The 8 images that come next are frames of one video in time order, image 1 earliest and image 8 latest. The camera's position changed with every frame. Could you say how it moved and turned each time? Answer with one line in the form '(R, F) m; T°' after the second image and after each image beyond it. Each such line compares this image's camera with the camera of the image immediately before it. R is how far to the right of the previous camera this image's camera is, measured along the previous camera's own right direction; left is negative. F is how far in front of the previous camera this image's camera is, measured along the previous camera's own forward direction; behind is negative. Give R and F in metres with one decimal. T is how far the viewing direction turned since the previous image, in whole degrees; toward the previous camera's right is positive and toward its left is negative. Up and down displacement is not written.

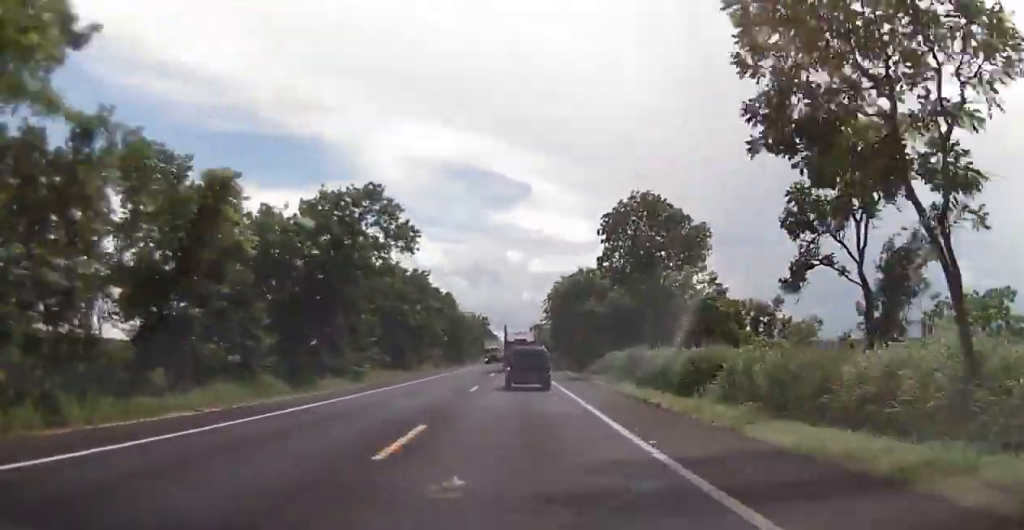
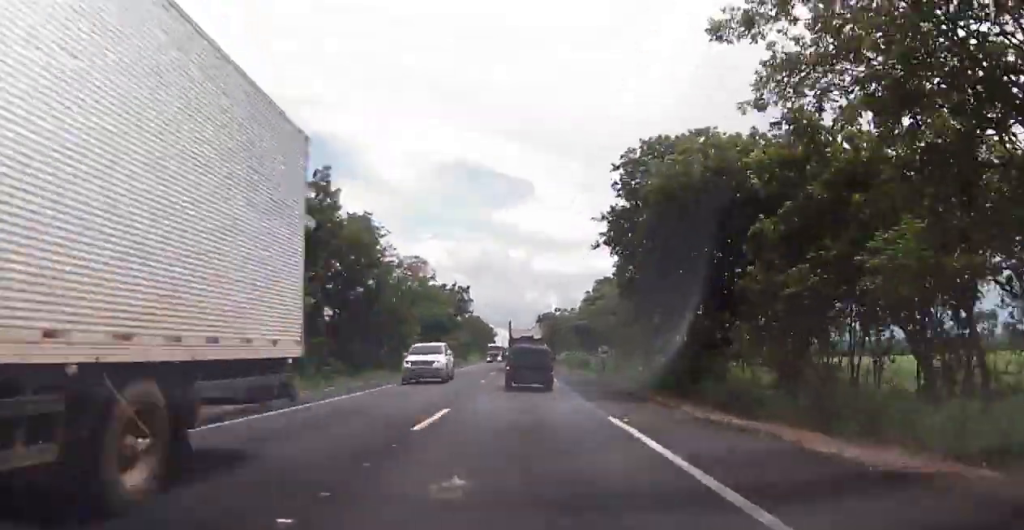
(+1.3, +65.7) m; +1°
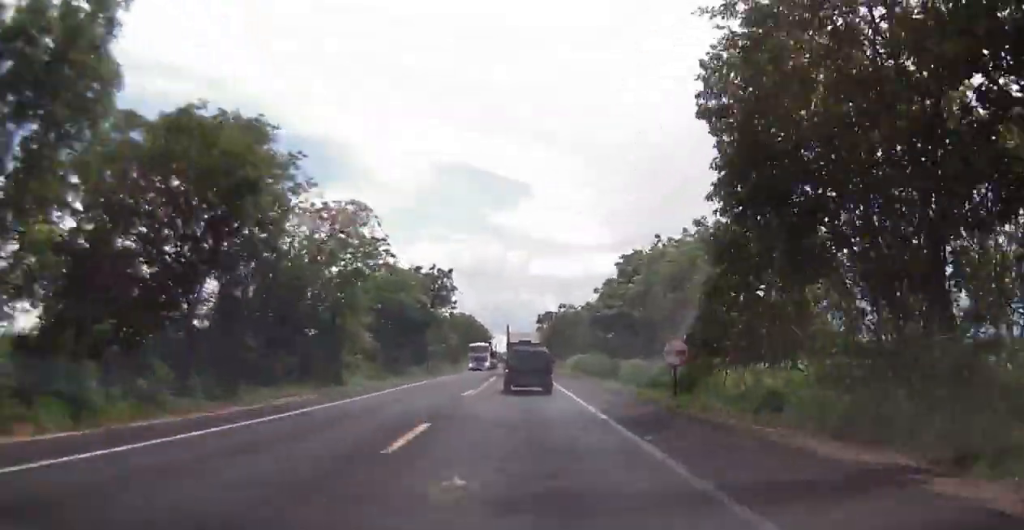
(-0.3, +20.7) m; -1°
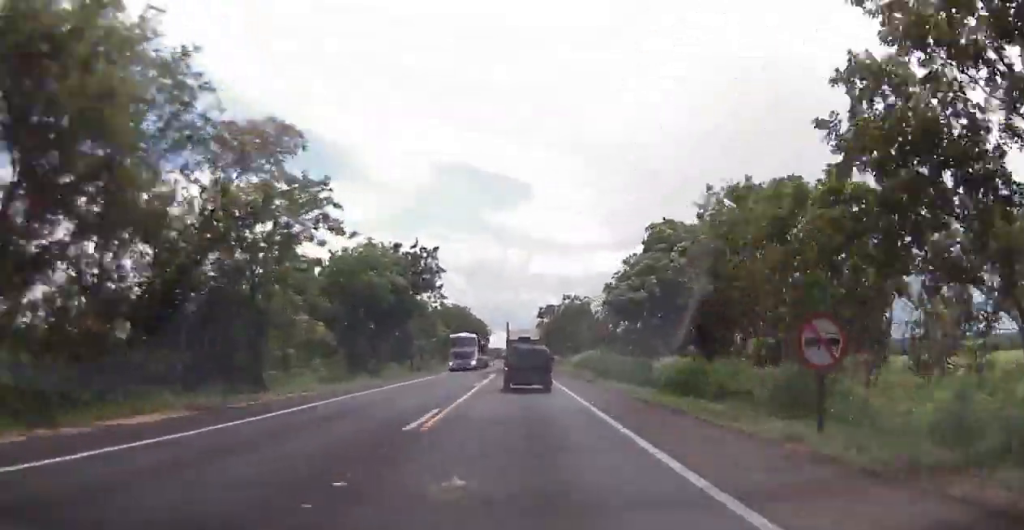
(+0.2, +12.0) m; 0°
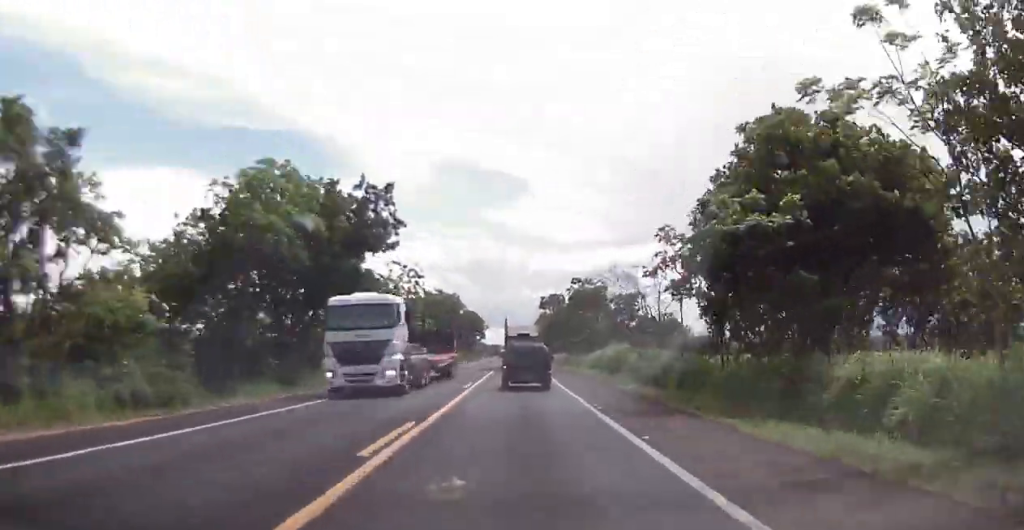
(-0.1, +20.4) m; 0°
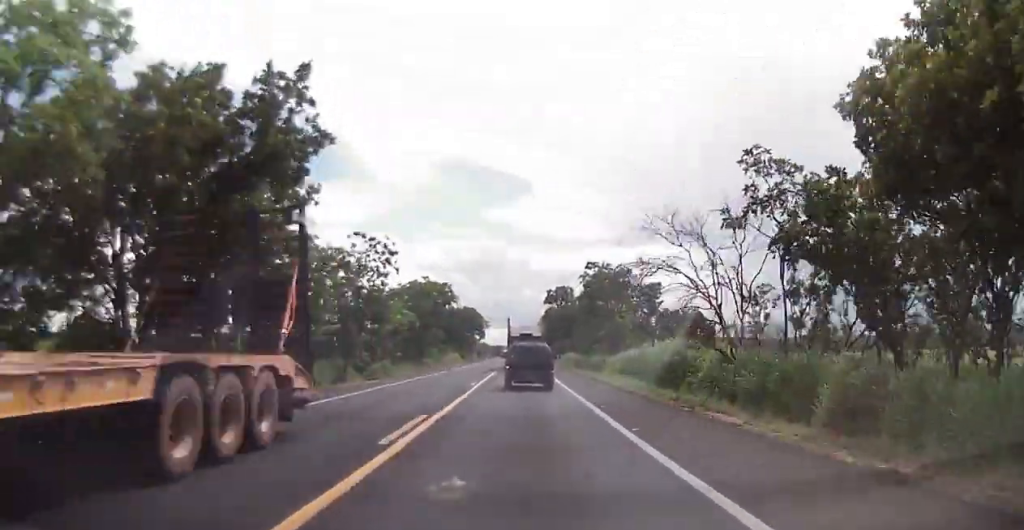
(-0.2, +15.9) m; 0°
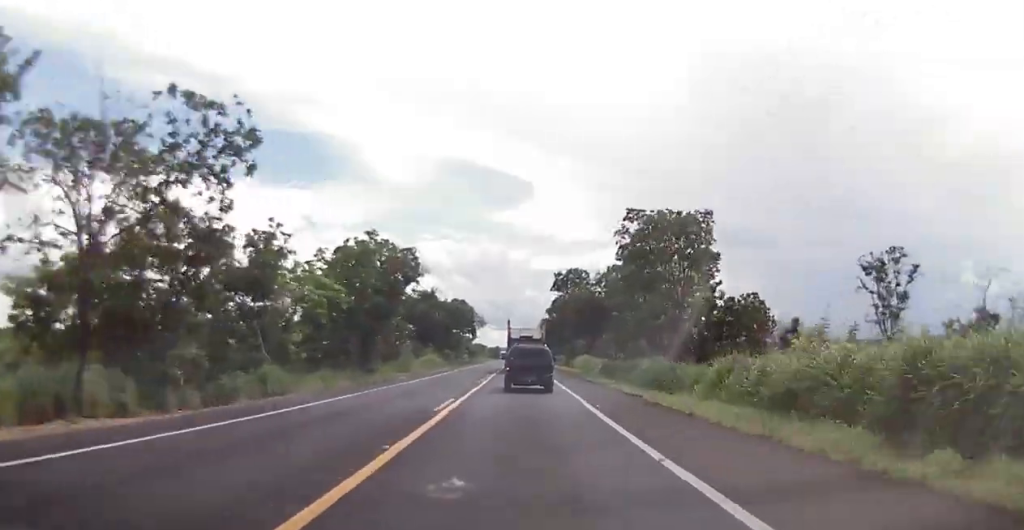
(+0.5, +28.0) m; 0°
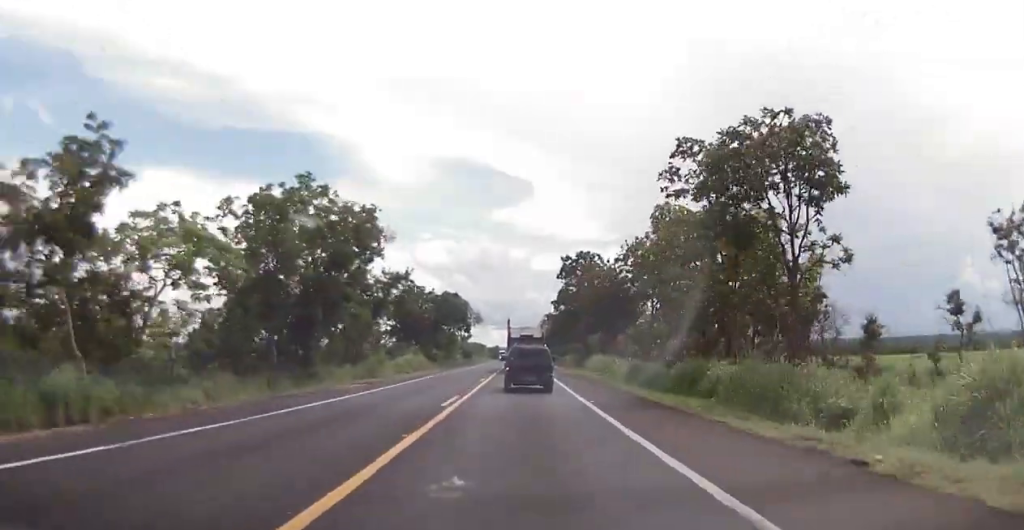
(-0.4, +15.4) m; -1°
